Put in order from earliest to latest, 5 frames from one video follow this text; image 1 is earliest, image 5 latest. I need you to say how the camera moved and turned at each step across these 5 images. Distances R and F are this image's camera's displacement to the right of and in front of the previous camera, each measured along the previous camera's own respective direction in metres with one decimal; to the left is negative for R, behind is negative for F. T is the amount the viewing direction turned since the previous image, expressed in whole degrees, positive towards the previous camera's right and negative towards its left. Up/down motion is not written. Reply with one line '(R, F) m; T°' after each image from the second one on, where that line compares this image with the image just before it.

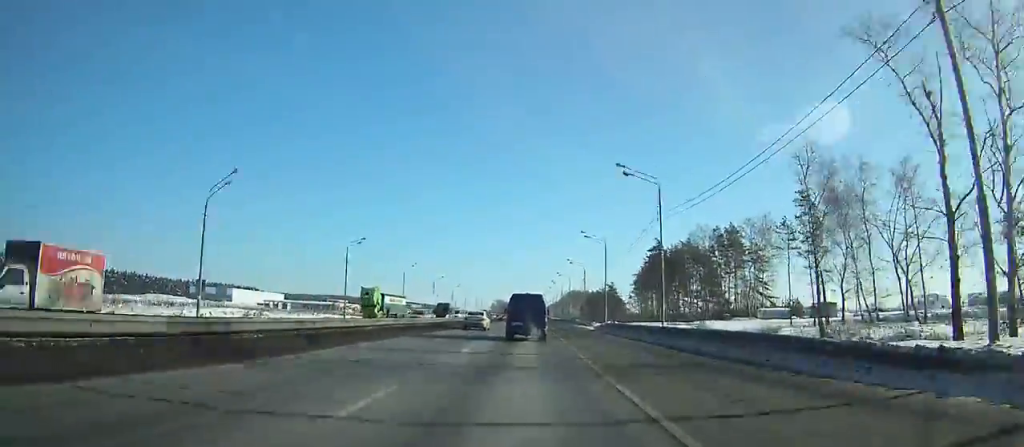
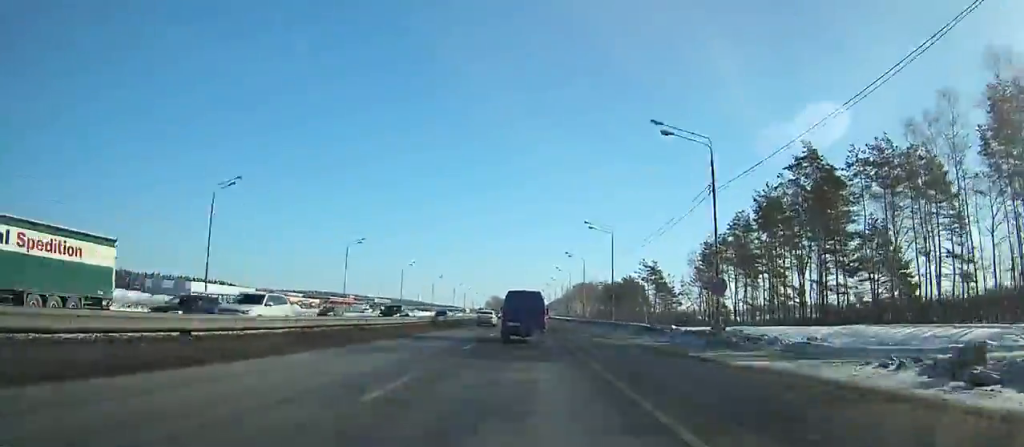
(-0.1, +69.2) m; 0°
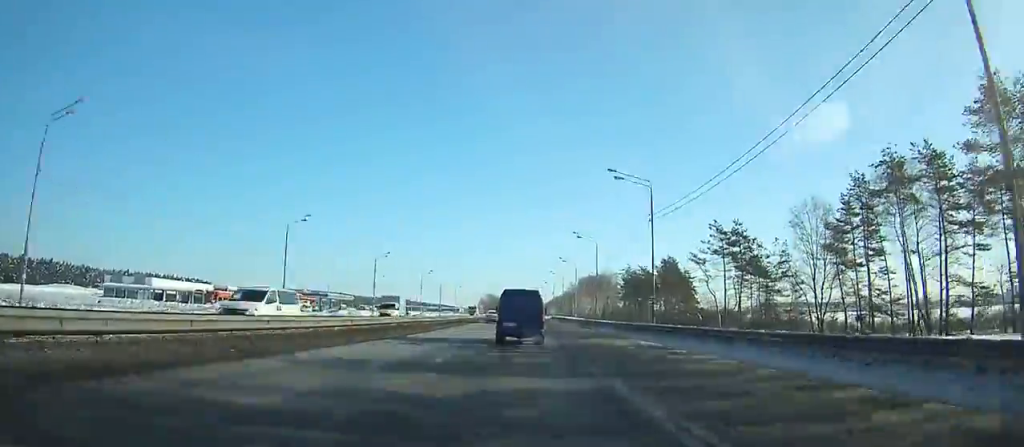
(-0.1, +53.1) m; 0°
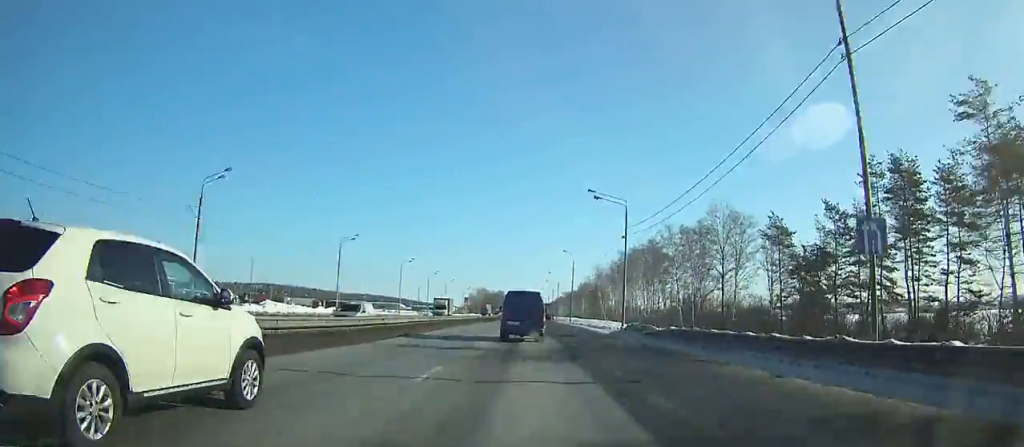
(-0.3, +124.4) m; 0°
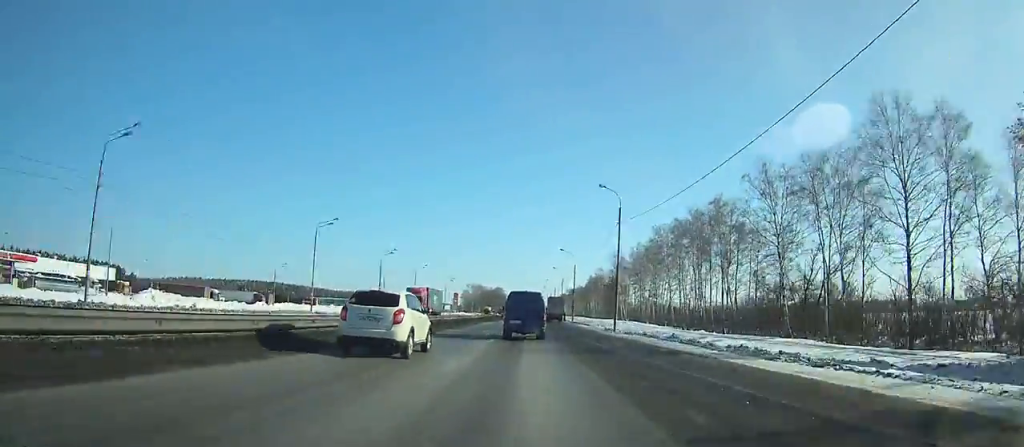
(-0.1, +45.5) m; 0°
